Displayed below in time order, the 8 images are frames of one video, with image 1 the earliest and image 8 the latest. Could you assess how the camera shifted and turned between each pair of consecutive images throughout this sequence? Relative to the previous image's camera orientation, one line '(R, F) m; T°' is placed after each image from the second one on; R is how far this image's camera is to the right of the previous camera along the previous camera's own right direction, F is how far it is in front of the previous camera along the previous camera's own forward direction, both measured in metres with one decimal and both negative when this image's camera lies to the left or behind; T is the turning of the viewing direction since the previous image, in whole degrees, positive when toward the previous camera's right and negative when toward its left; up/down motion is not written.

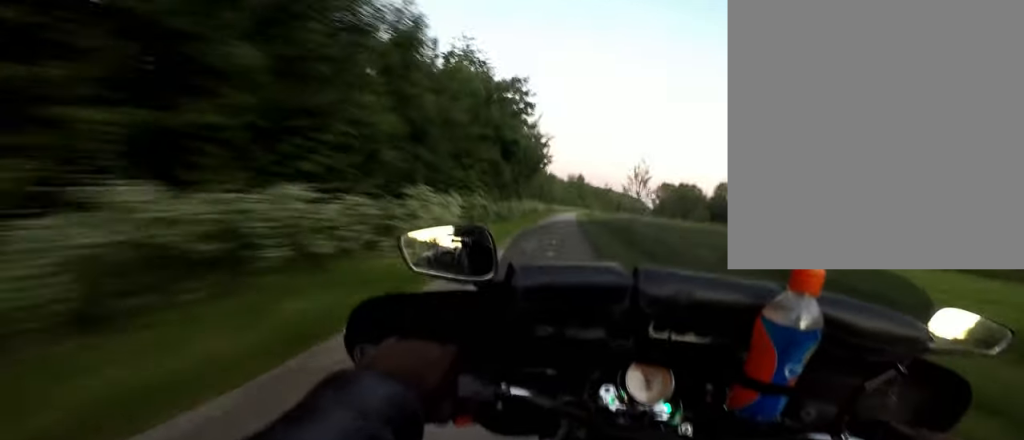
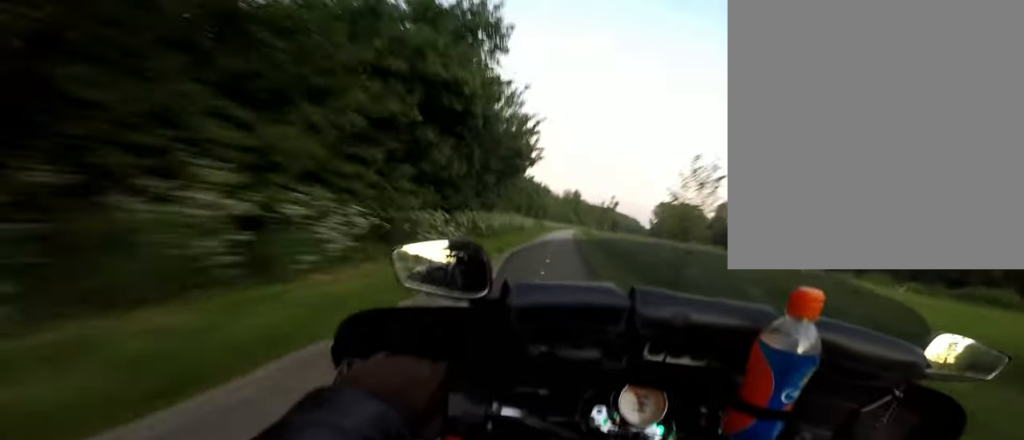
(+0.3, +9.8) m; 0°
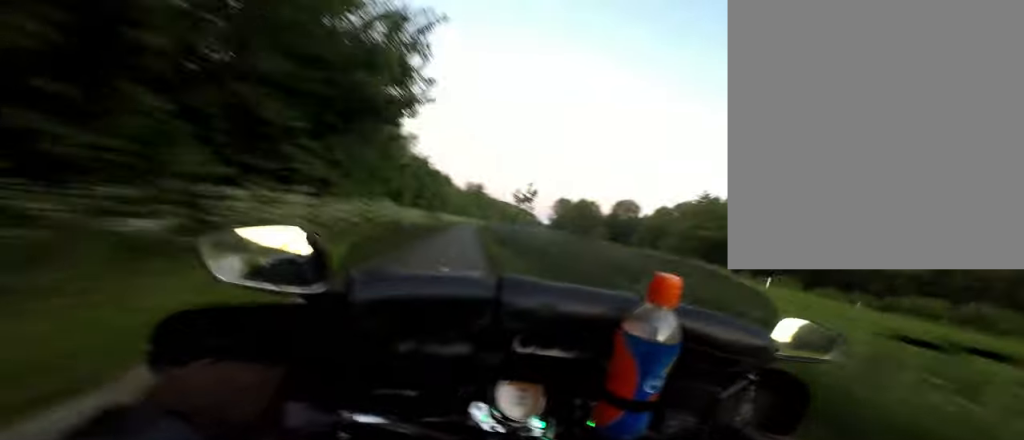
(+0.1, +9.2) m; -2°
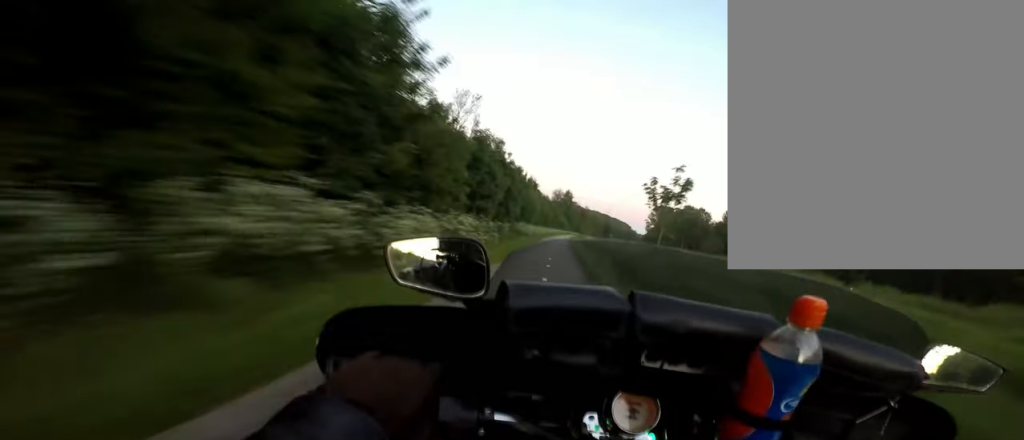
(-0.6, +11.2) m; 0°
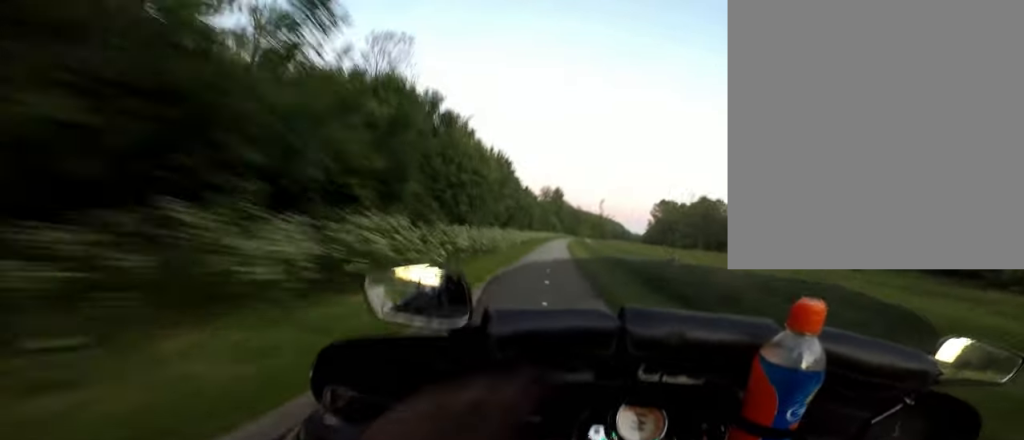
(+1.3, +25.2) m; +3°
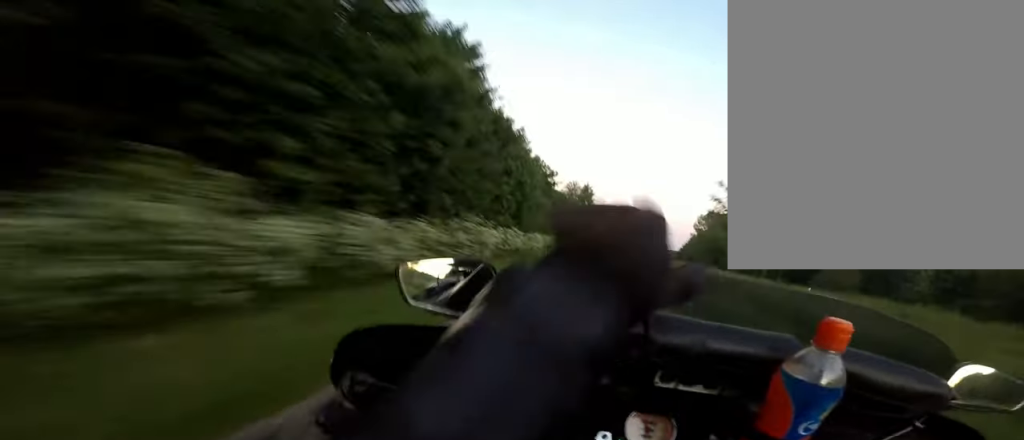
(+0.6, +26.2) m; 0°
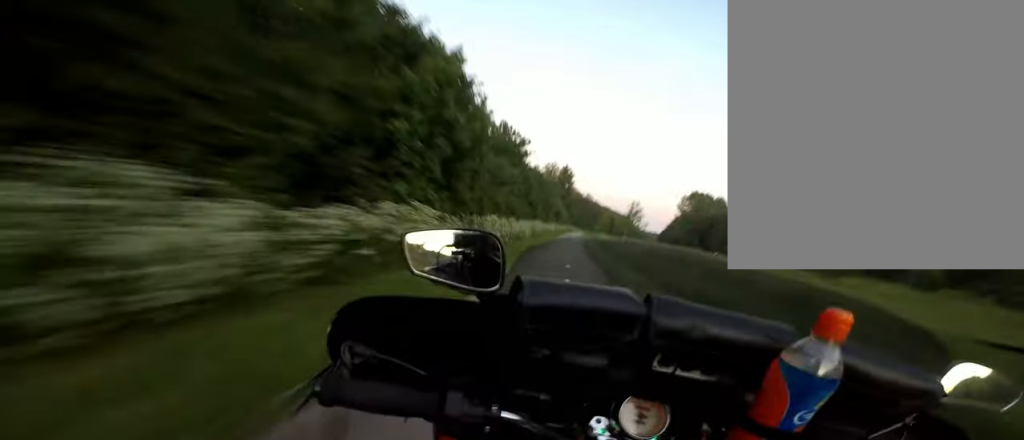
(-0.6, +7.7) m; +1°
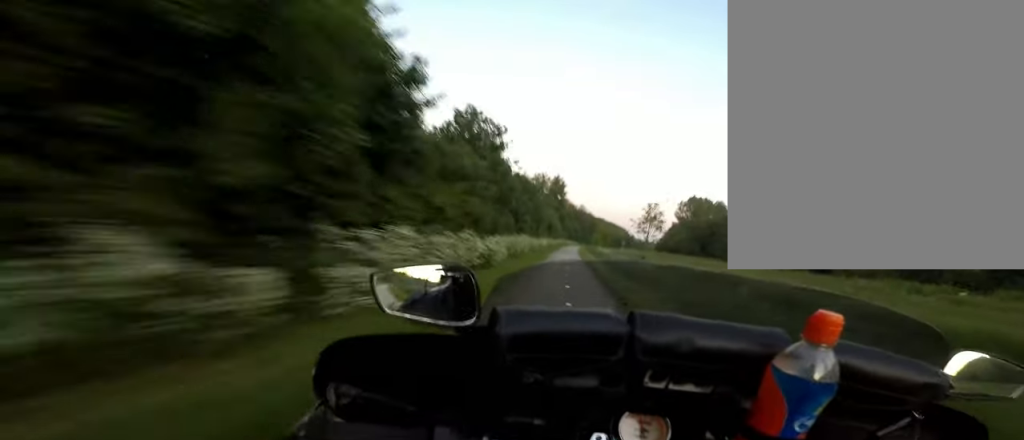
(-0.1, +7.0) m; +1°
